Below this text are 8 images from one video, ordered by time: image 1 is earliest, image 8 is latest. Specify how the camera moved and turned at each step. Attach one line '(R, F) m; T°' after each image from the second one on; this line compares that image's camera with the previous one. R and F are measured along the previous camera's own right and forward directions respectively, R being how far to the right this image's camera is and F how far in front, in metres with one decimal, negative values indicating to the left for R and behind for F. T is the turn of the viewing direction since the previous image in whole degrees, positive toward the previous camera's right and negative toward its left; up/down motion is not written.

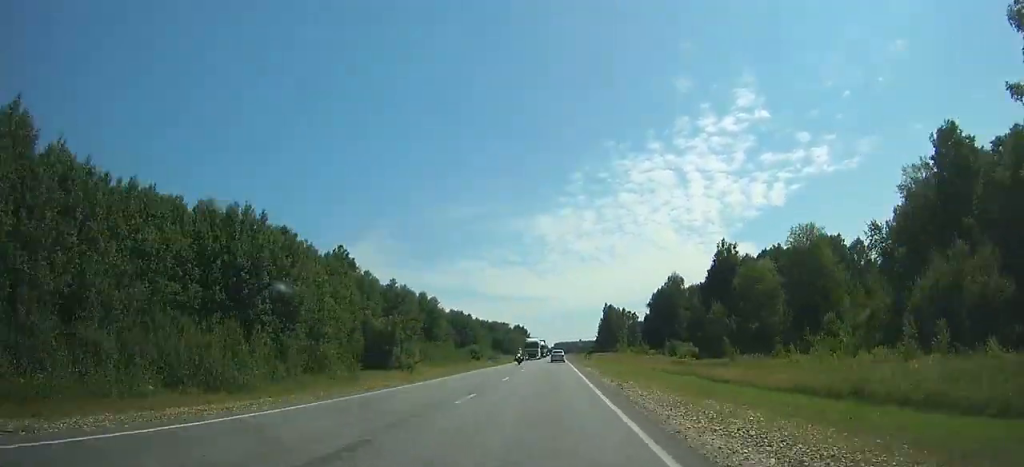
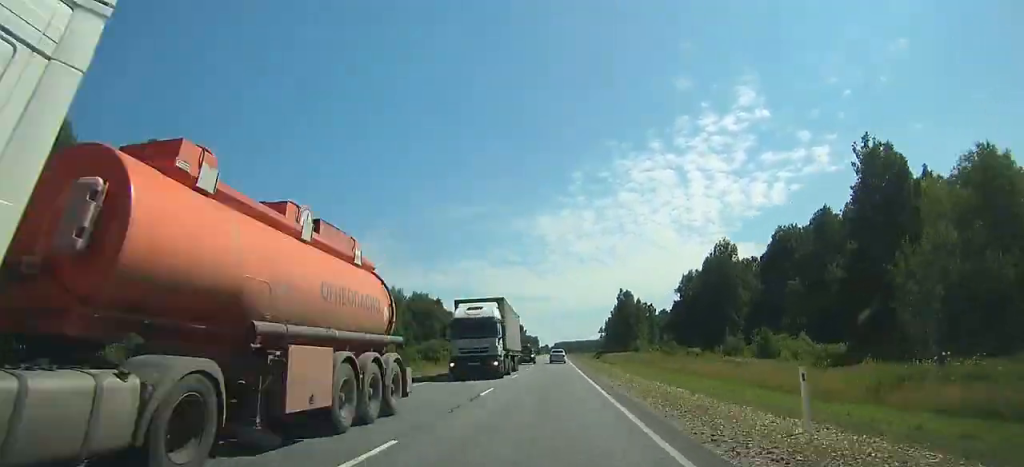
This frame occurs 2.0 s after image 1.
(-0.1, +56.9) m; 0°
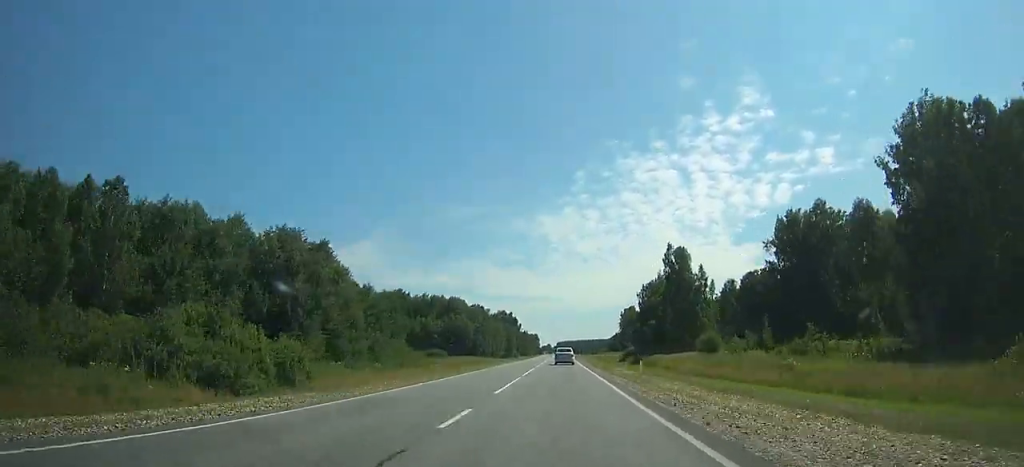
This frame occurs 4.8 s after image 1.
(-0.1, +78.8) m; 0°
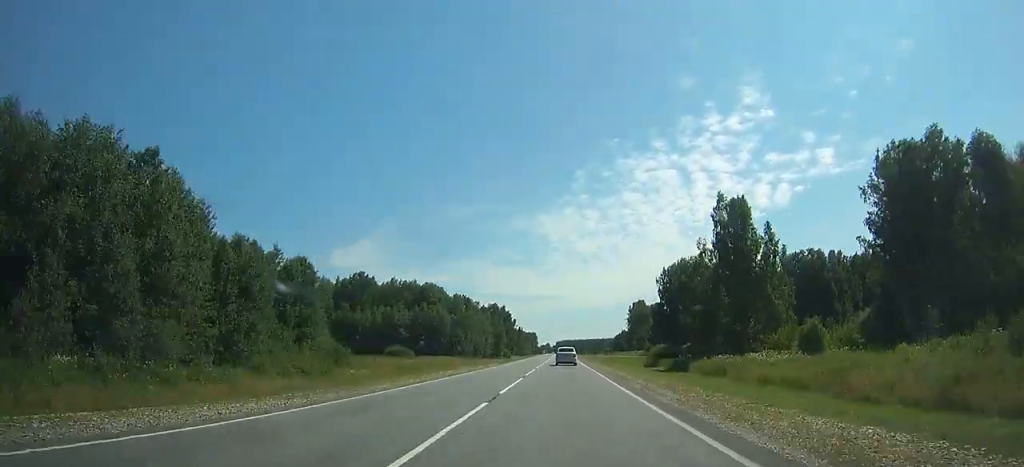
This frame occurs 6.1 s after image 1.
(0.0, +36.2) m; 0°
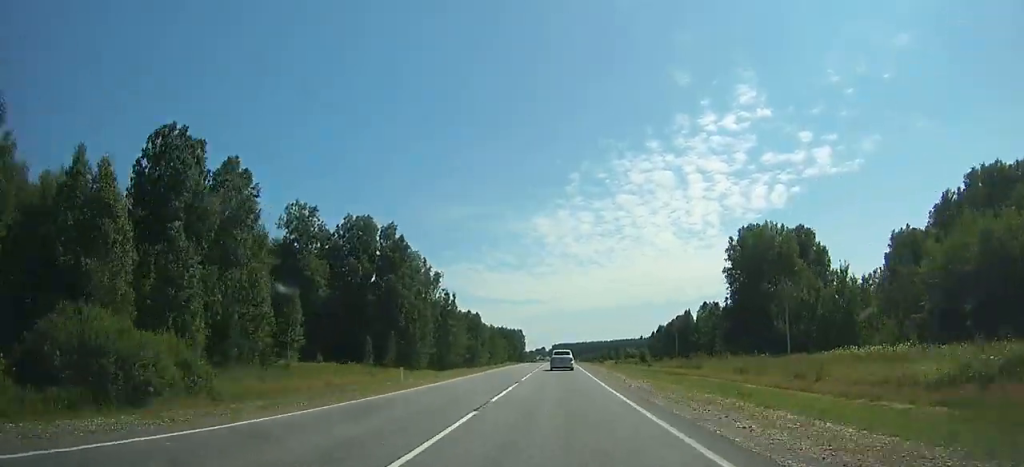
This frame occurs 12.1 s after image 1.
(+0.5, +165.9) m; 0°
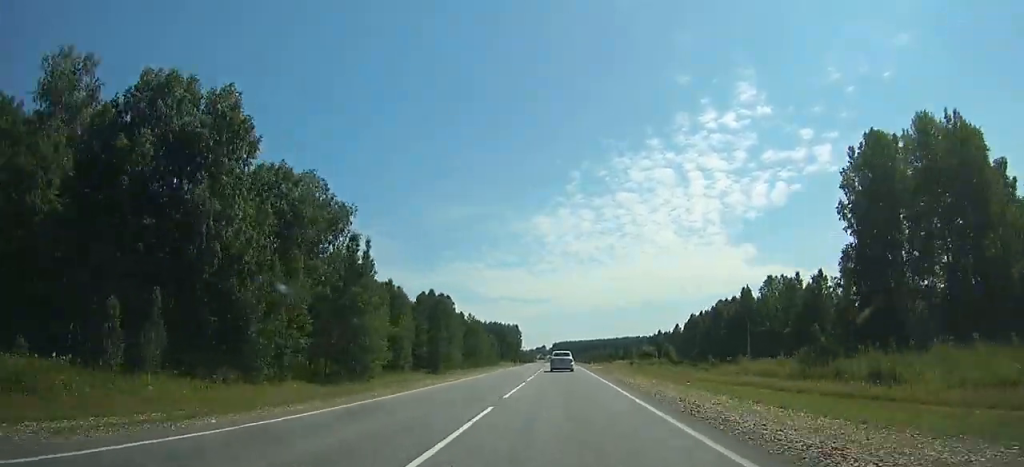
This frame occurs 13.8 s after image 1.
(-0.1, +47.1) m; 0°
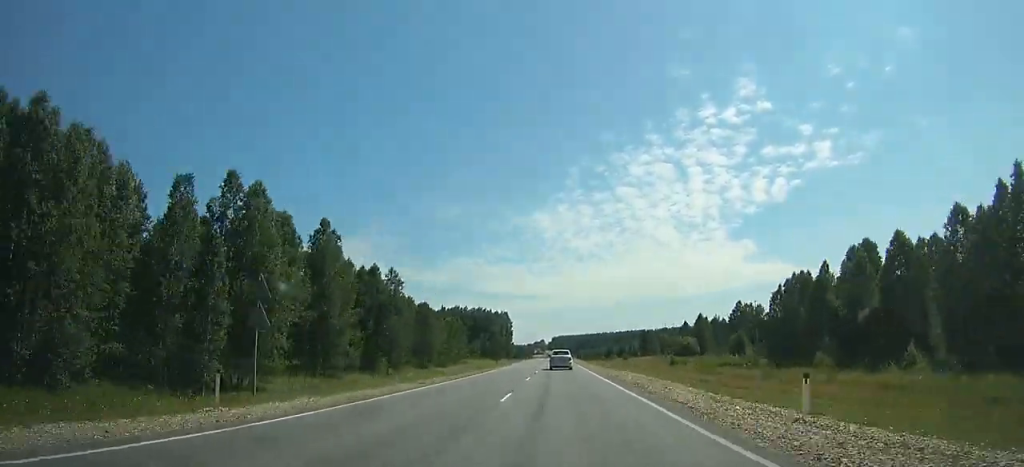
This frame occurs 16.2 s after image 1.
(0.0, +67.3) m; 0°
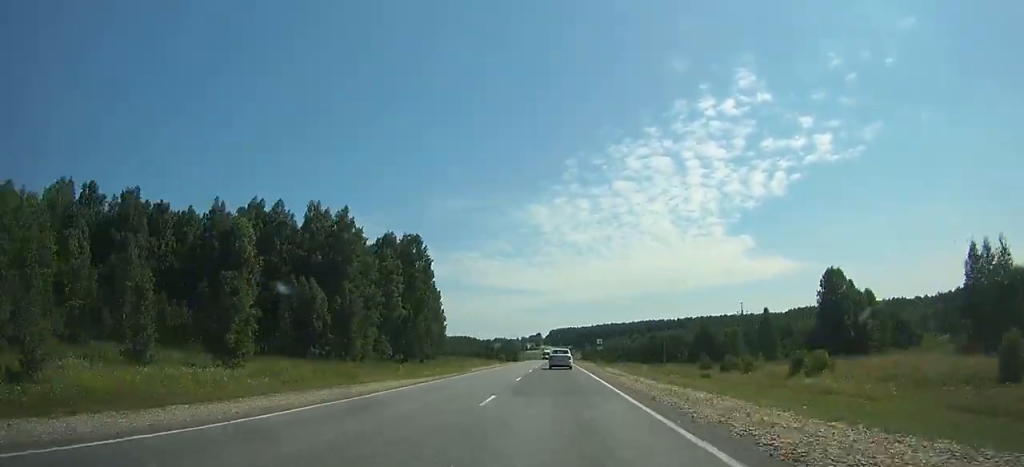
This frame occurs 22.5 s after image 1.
(+0.3, +179.9) m; 0°
